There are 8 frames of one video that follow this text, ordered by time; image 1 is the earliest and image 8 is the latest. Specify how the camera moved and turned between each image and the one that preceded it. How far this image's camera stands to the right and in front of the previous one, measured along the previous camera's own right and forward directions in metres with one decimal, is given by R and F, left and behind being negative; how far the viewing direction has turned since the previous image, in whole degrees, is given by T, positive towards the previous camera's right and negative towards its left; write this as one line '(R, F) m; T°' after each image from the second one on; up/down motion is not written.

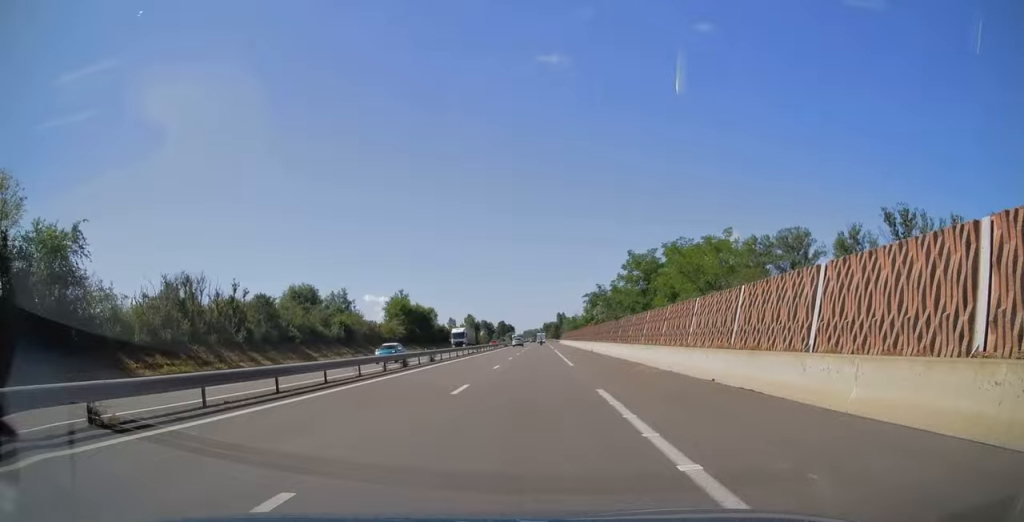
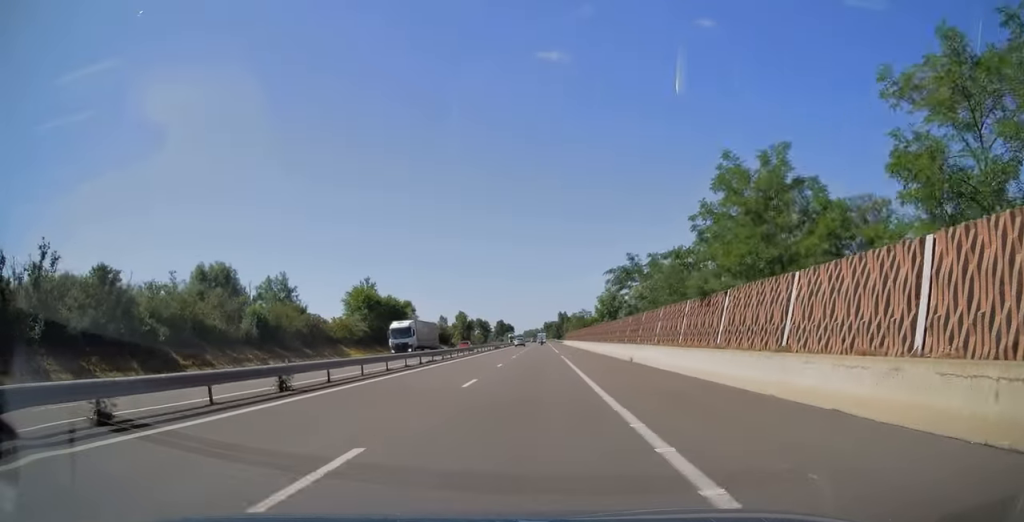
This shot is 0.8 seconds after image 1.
(-0.1, +23.7) m; 0°
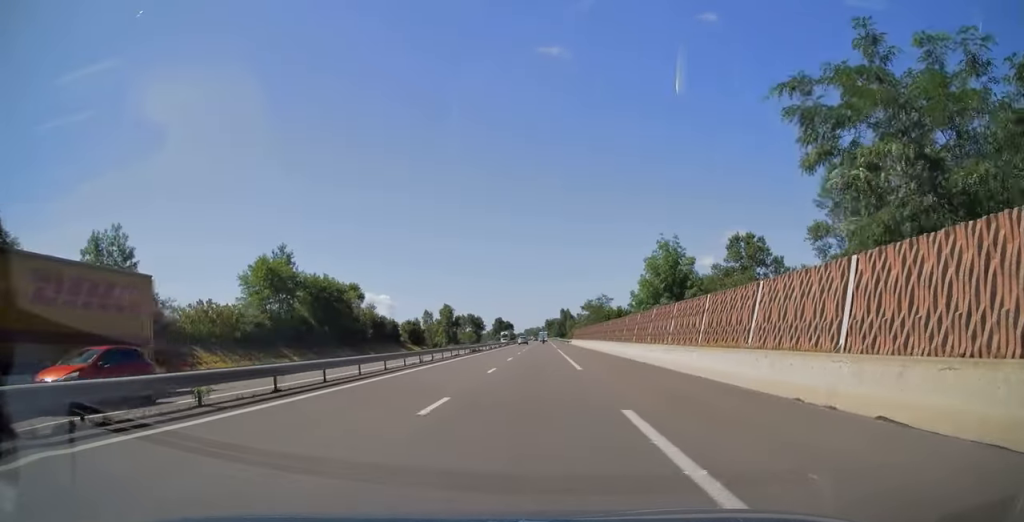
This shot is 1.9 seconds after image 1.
(+0.1, +32.6) m; 0°
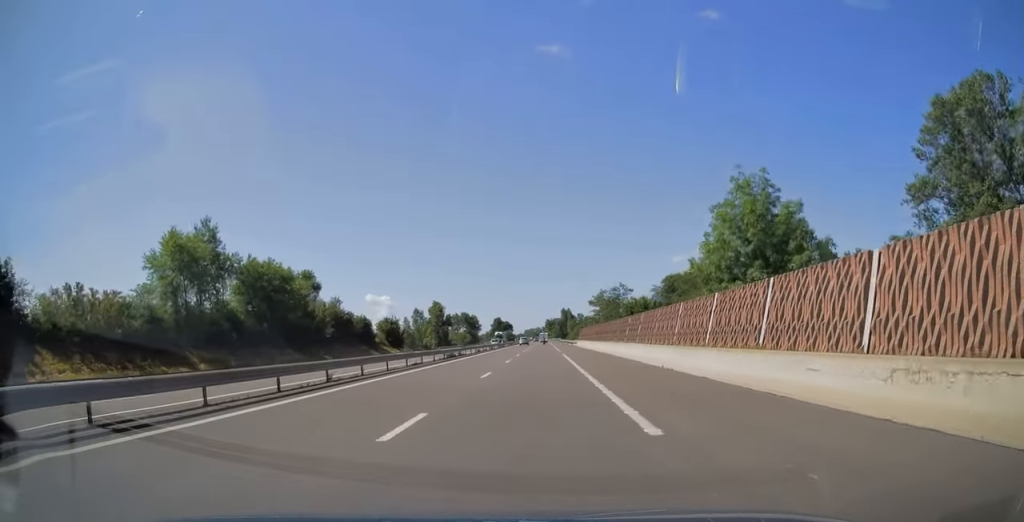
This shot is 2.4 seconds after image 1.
(0.0, +15.8) m; 0°
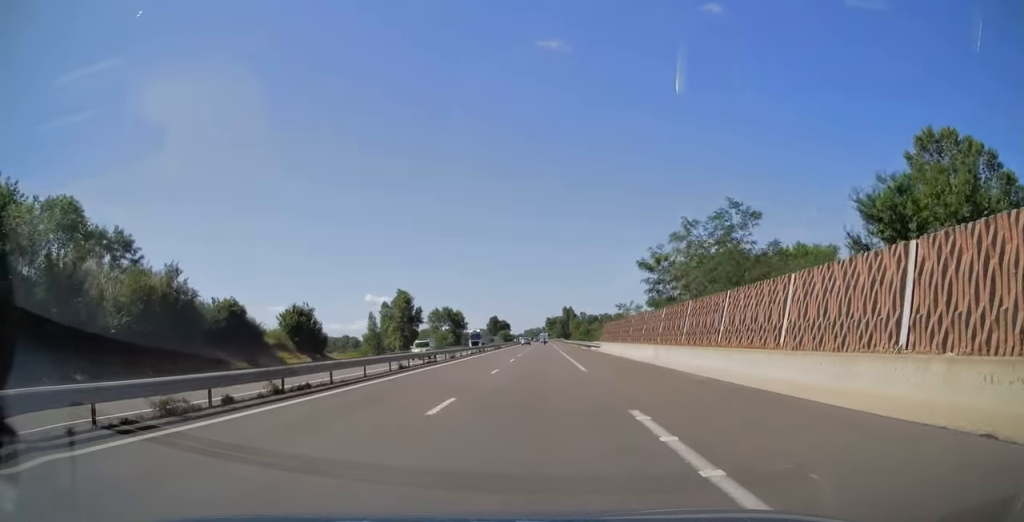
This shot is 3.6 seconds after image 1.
(0.0, +35.9) m; 0°
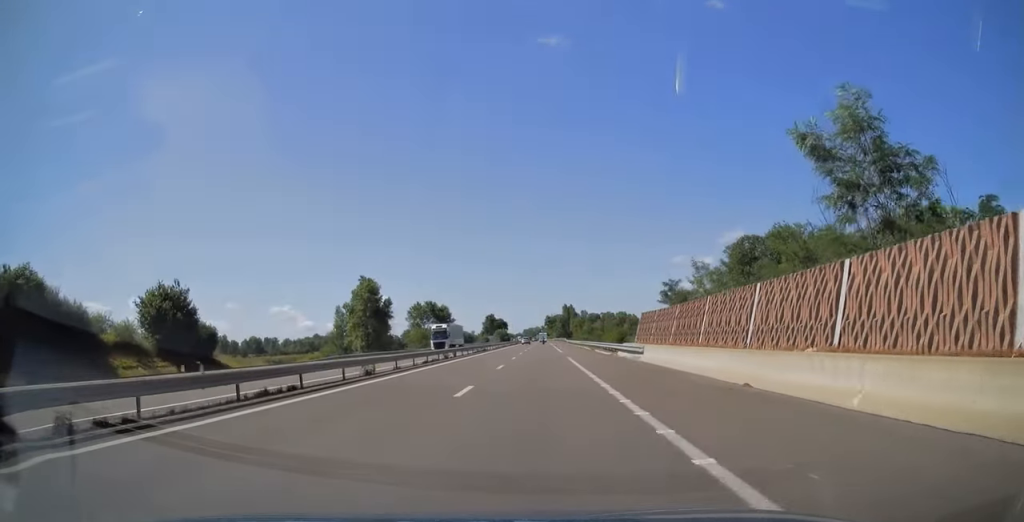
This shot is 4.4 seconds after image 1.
(0.0, +22.6) m; 0°
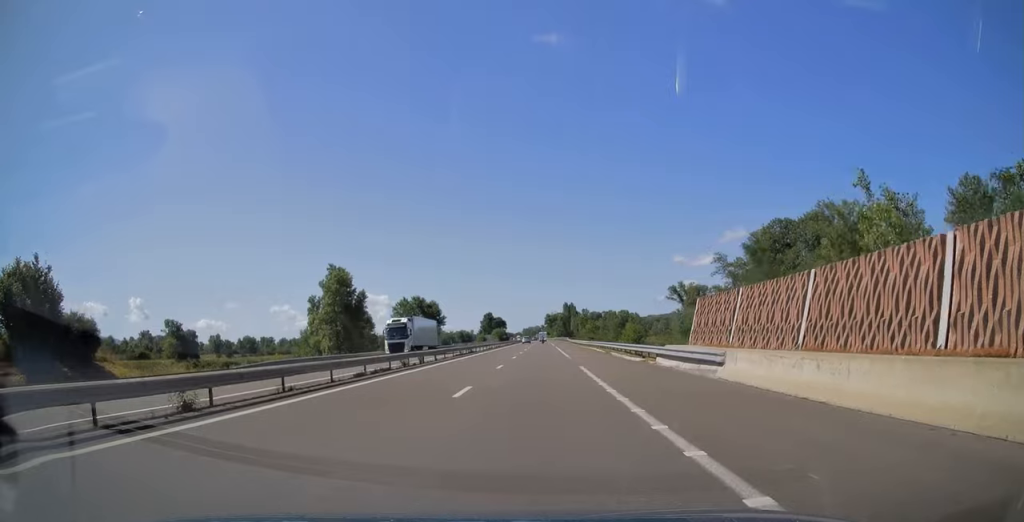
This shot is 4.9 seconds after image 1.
(0.0, +13.3) m; 0°
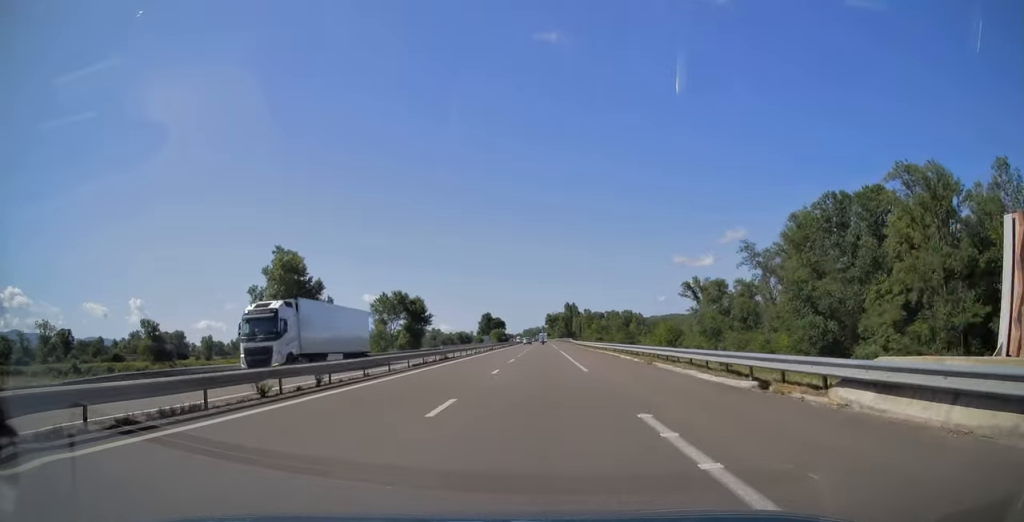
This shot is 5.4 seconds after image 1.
(0.0, +16.2) m; 0°
